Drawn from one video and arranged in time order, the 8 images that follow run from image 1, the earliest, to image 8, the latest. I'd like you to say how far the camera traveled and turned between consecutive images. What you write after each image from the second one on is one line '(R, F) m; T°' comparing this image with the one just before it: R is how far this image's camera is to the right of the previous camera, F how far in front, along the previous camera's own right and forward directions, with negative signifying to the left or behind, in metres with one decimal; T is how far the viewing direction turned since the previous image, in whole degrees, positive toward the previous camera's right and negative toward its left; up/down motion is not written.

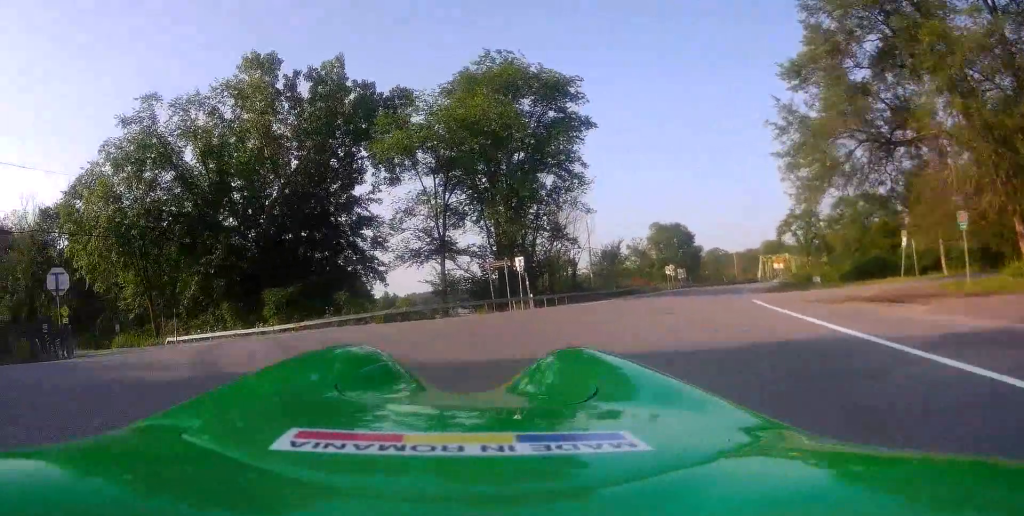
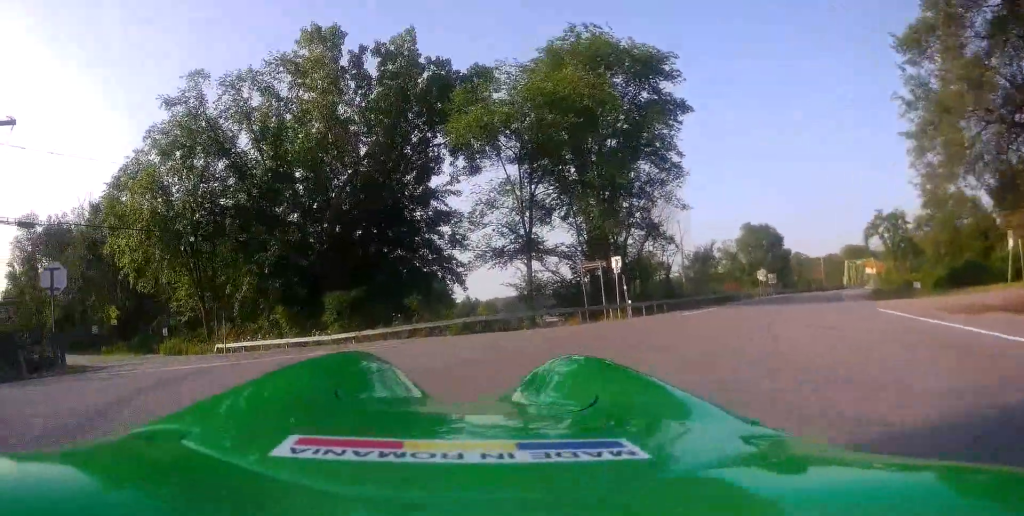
(-0.2, +3.6) m; -4°
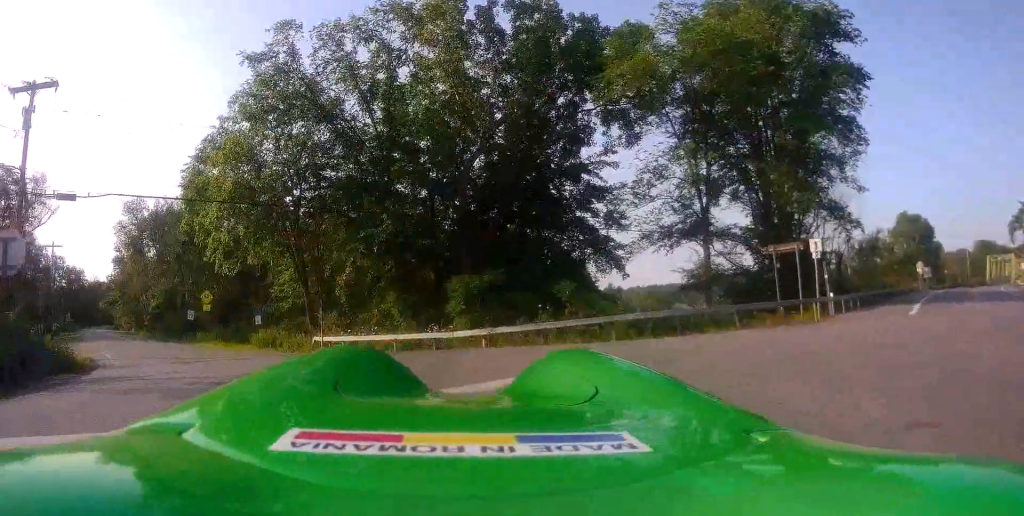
(0.0, +5.9) m; -13°
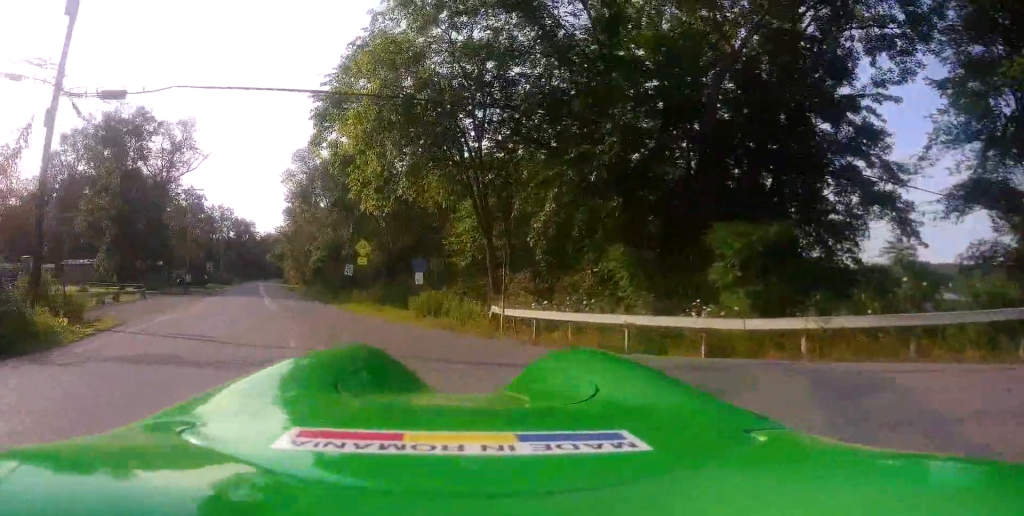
(-2.2, +7.8) m; -23°
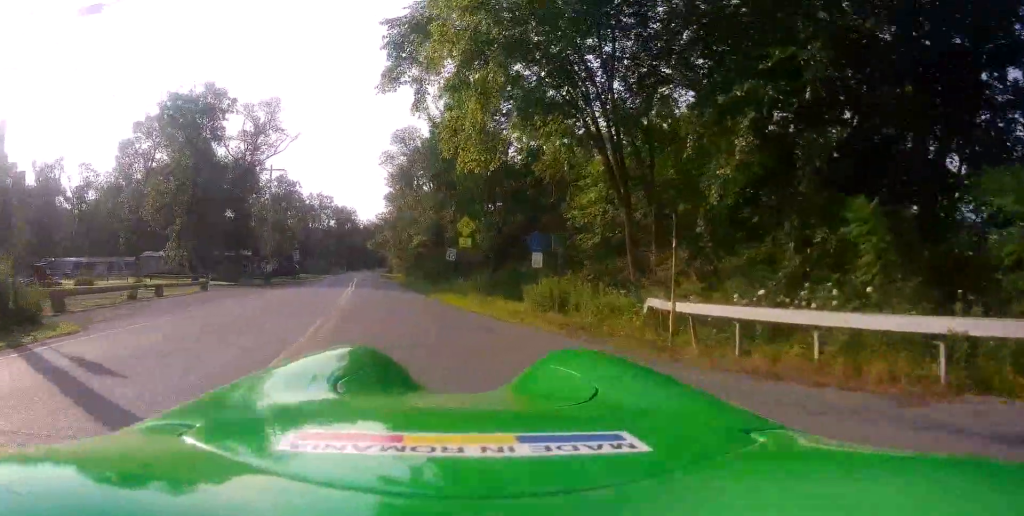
(-0.4, +5.9) m; -8°
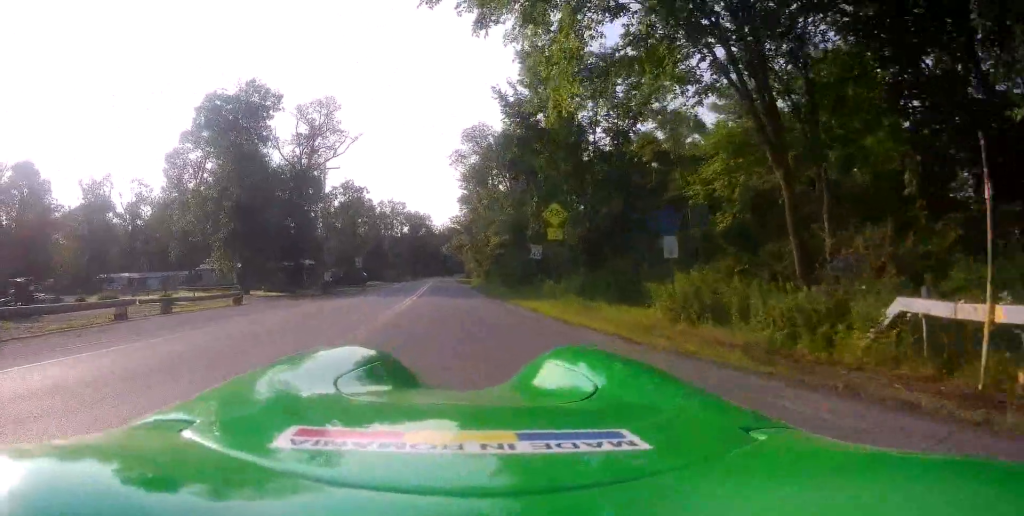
(-0.4, +6.1) m; -3°
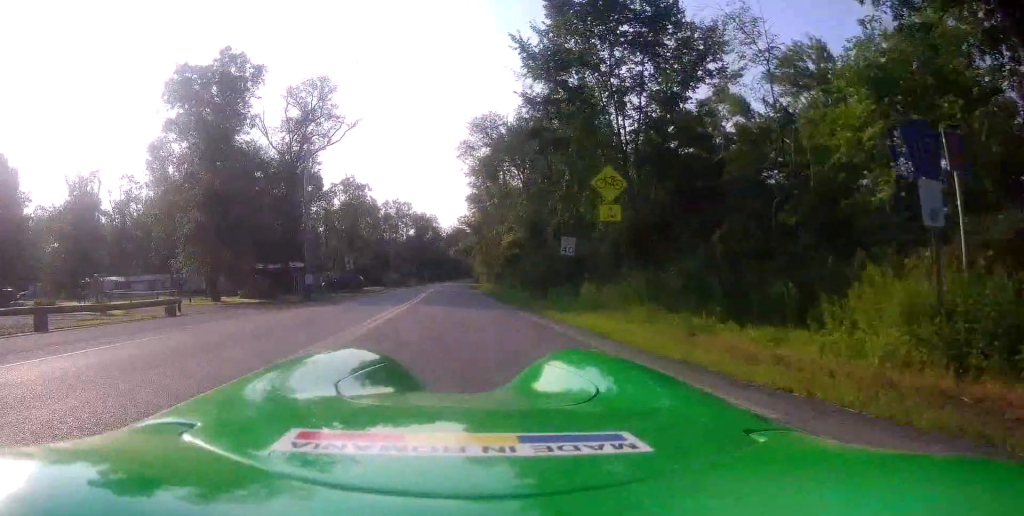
(-0.1, +7.7) m; -4°
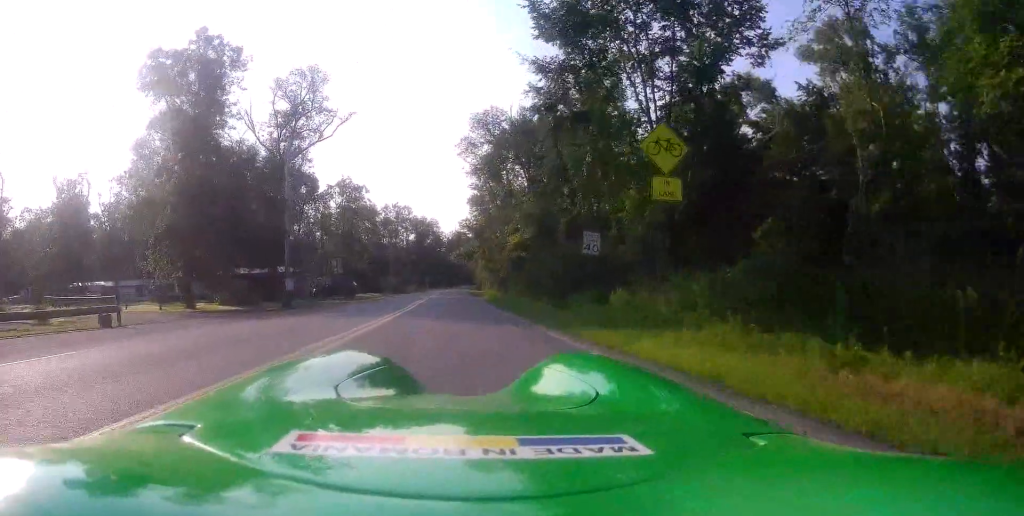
(-0.1, +4.5) m; -1°
